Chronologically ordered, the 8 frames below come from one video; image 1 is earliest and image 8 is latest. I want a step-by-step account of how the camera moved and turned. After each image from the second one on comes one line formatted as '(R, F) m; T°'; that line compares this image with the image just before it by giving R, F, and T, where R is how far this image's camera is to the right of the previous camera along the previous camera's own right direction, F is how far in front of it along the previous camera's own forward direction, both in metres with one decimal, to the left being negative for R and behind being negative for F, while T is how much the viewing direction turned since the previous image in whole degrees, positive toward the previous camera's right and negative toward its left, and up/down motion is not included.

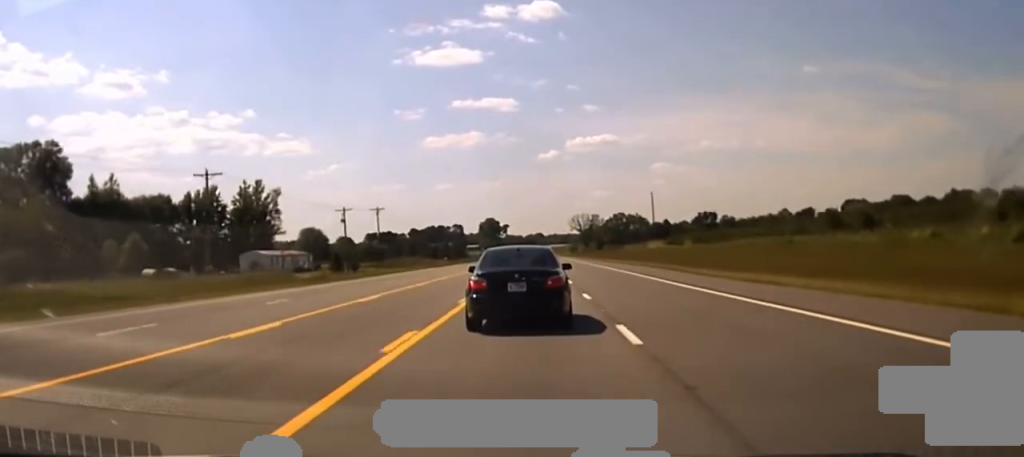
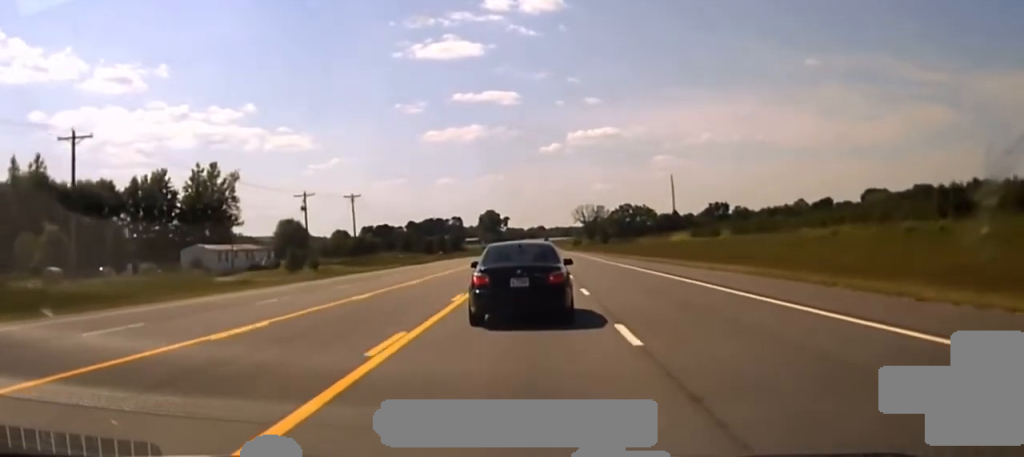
(-0.1, +21.7) m; 0°
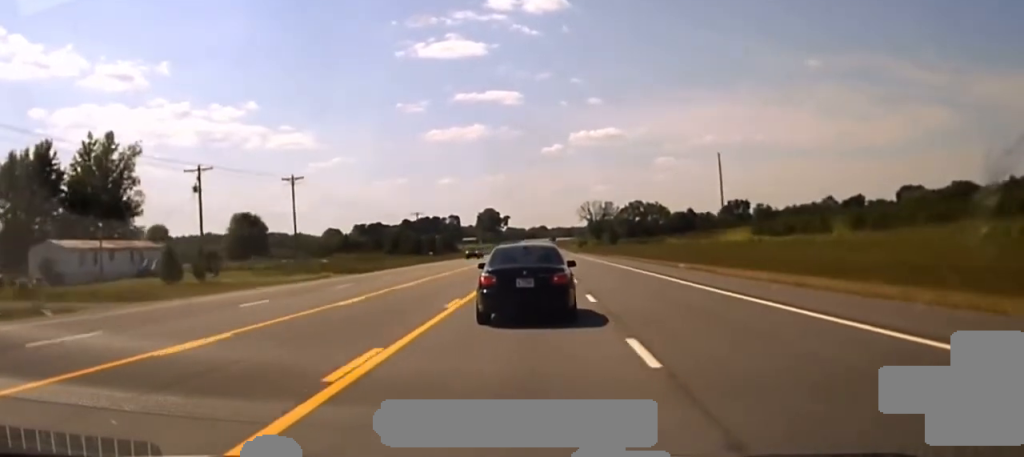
(-0.2, +35.9) m; 0°
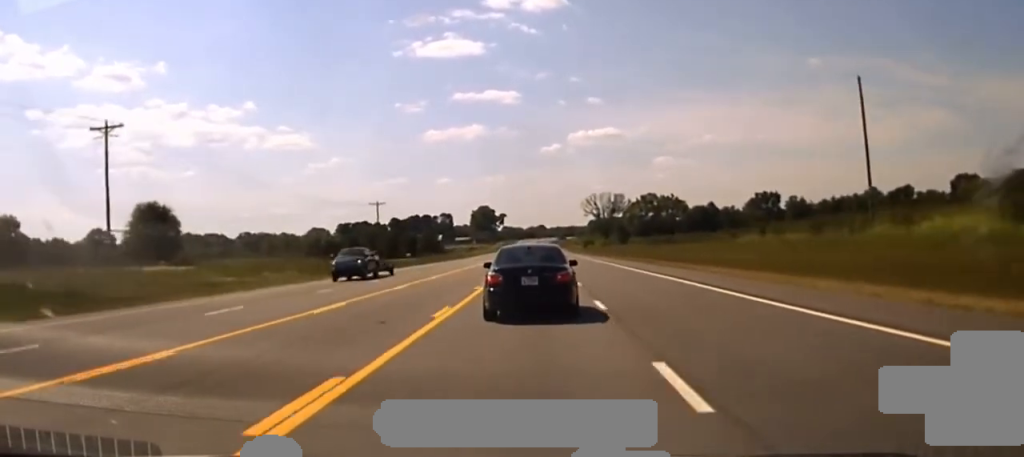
(+0.2, +54.7) m; 0°
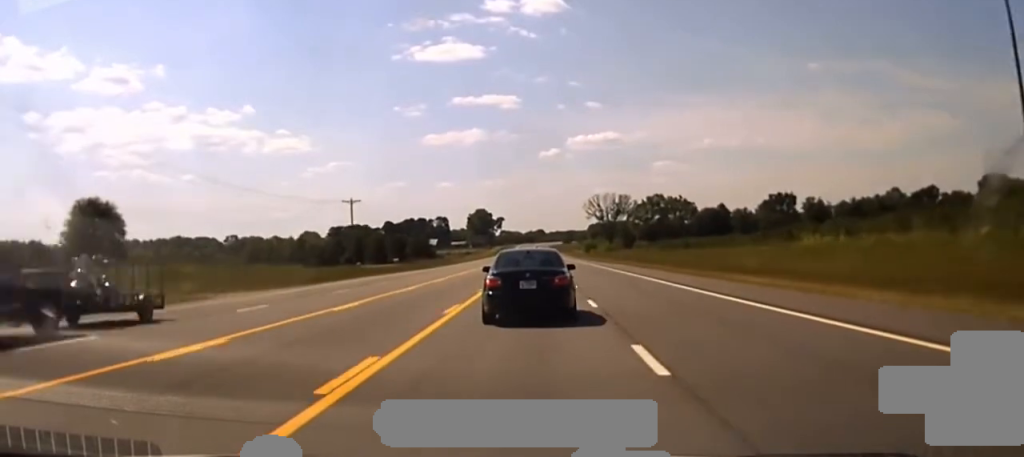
(-0.1, +26.1) m; 0°
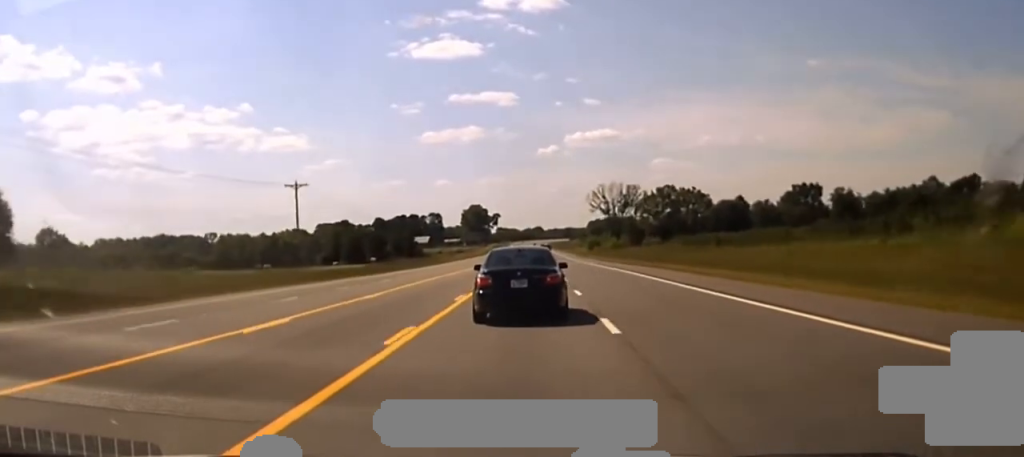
(-0.2, +35.4) m; 0°
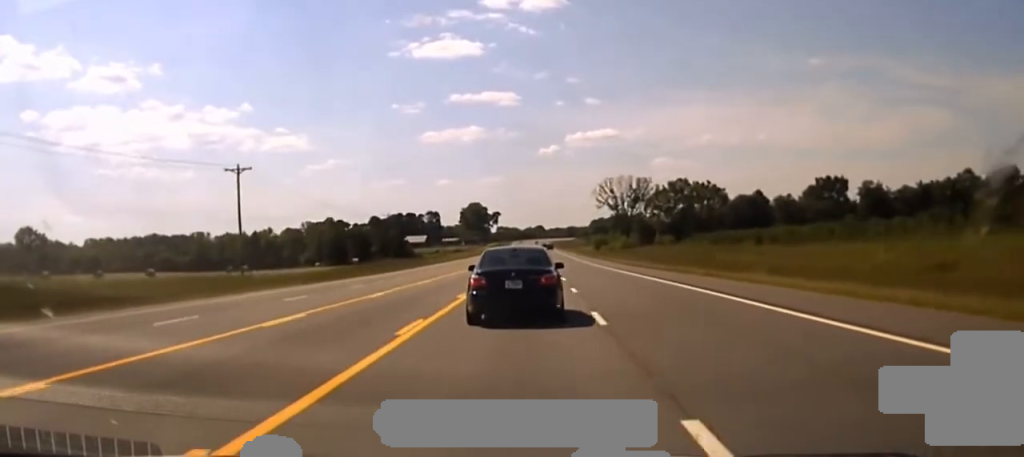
(0.0, +23.8) m; 0°
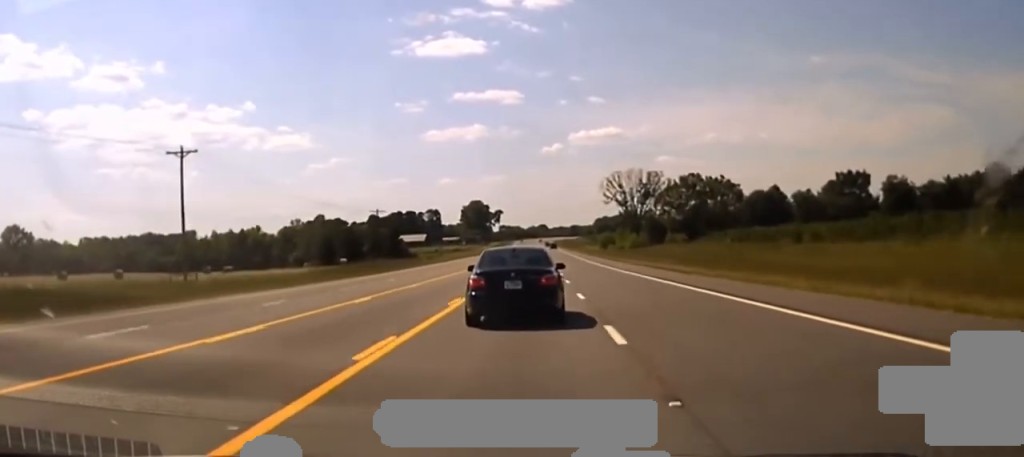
(+0.1, +15.9) m; 0°
